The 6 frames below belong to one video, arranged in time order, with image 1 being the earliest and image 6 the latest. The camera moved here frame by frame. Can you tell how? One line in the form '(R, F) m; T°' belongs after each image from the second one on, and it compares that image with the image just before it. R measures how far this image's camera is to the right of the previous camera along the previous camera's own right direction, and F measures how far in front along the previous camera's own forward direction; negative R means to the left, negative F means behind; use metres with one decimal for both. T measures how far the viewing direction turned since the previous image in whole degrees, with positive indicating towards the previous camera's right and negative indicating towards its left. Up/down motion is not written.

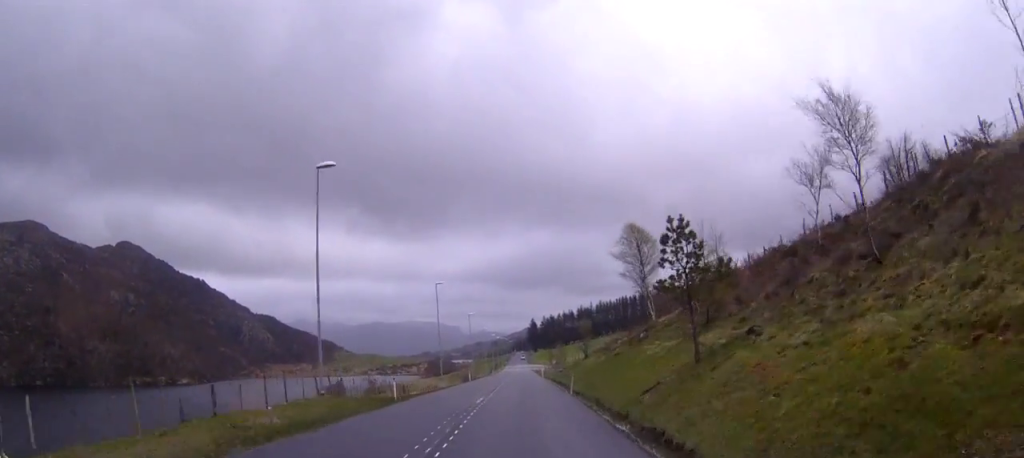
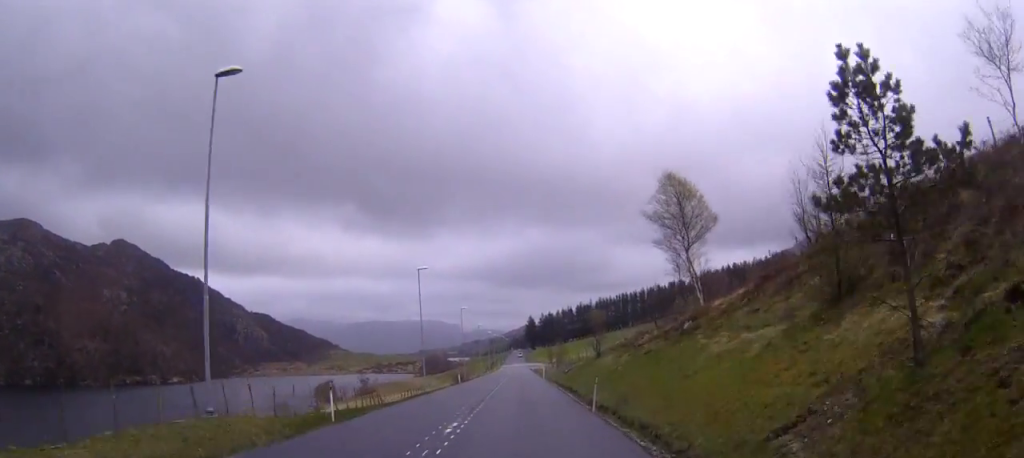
(0.0, +11.6) m; 0°
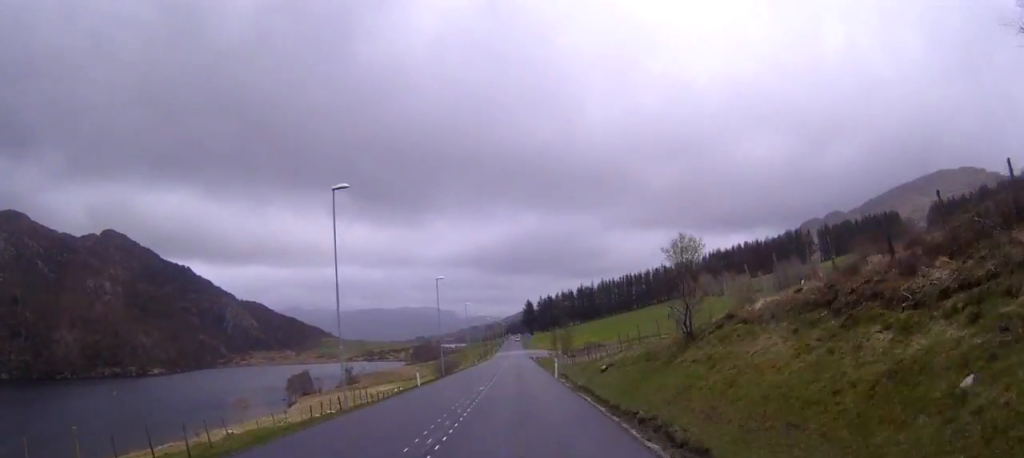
(+0.1, +28.6) m; 0°
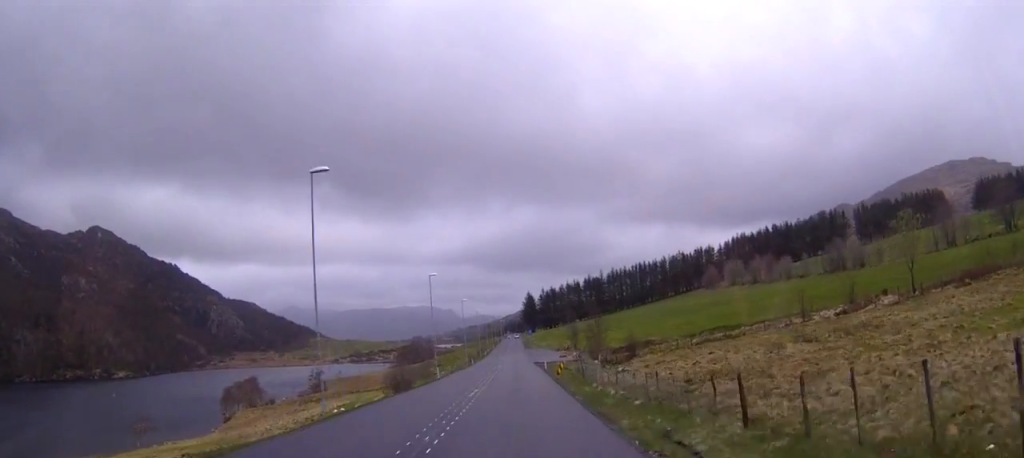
(0.0, +48.7) m; 0°
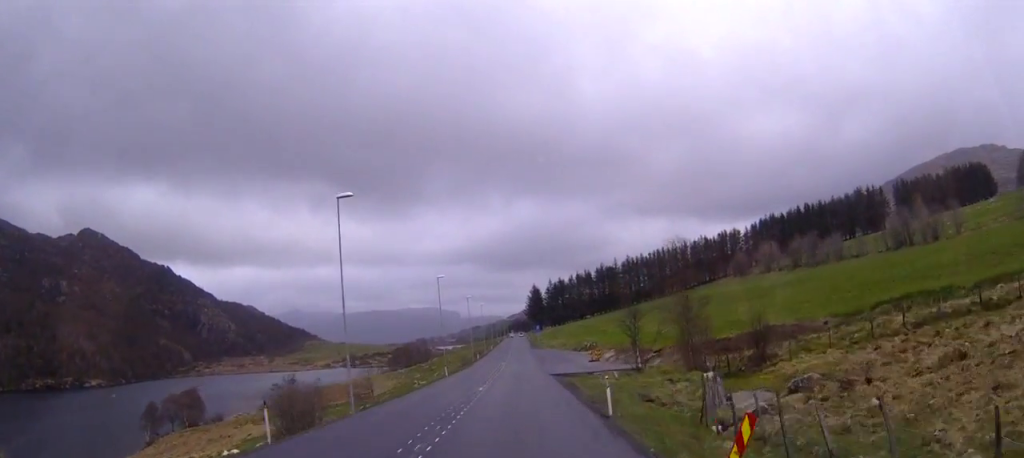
(-0.2, +40.2) m; -1°
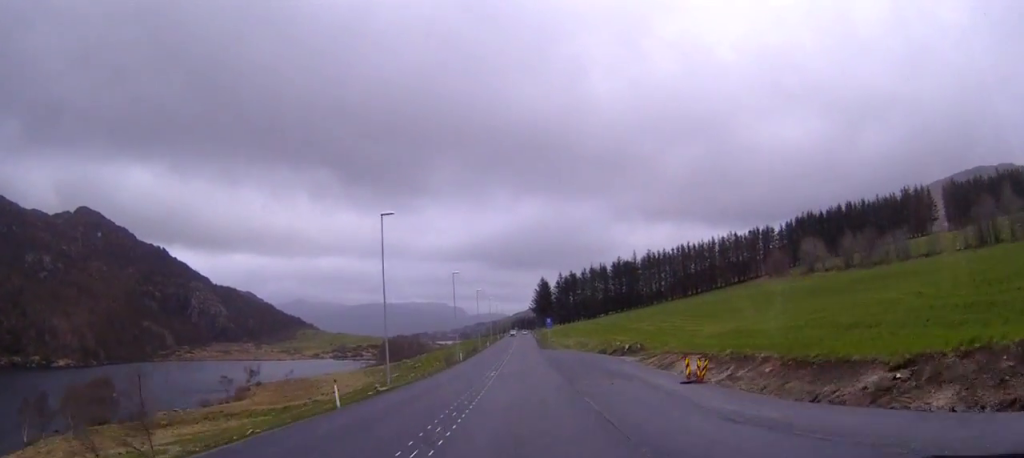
(0.0, +37.2) m; 0°
